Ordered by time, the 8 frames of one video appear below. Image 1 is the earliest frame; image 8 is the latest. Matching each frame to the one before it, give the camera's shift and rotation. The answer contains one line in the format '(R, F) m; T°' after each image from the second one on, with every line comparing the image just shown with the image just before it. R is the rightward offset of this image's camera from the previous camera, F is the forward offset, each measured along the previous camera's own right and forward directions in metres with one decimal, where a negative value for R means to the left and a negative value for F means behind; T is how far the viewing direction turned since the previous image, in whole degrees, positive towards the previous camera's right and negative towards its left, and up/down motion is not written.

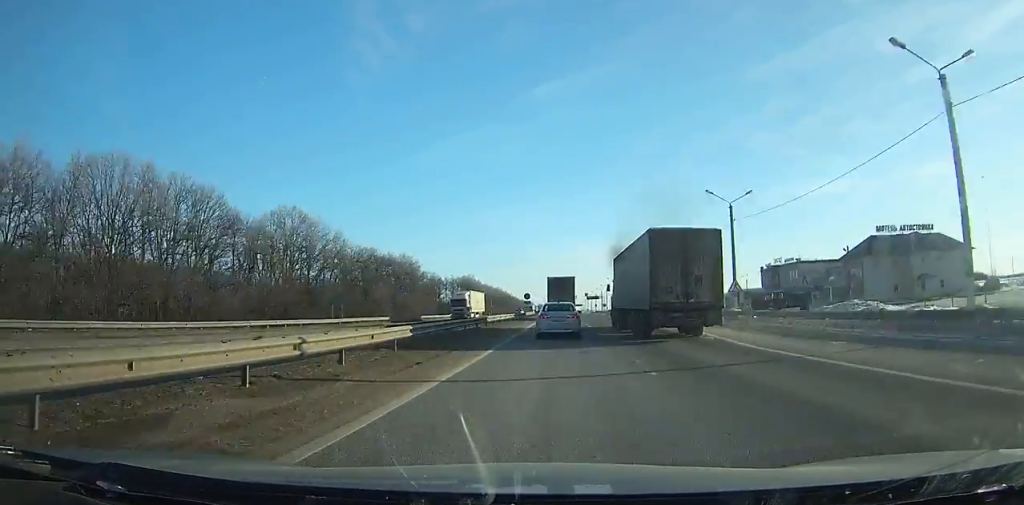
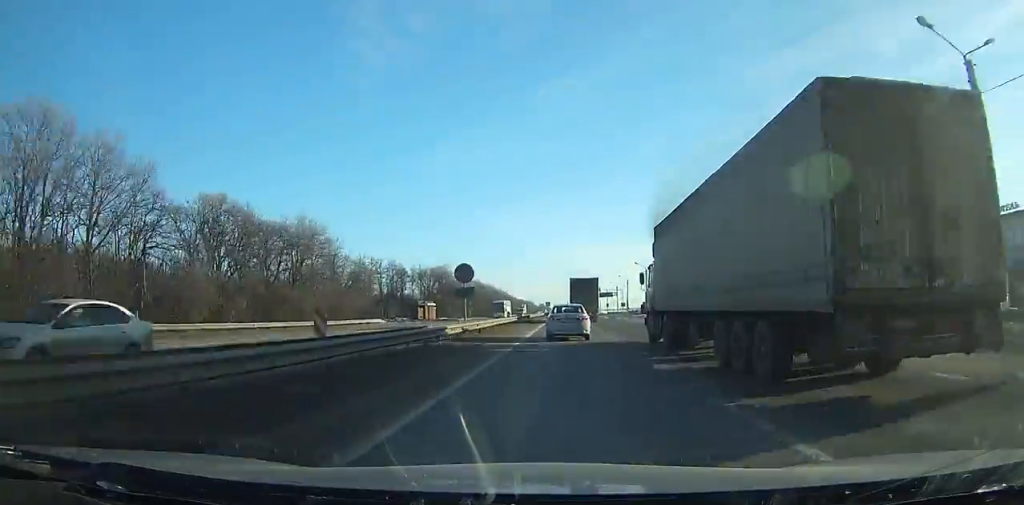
(-0.1, +53.8) m; 0°
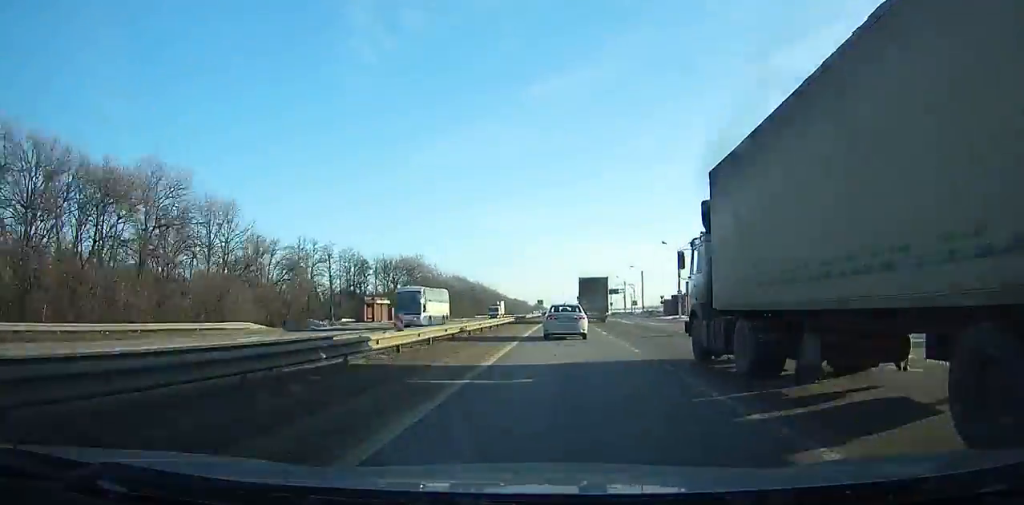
(-0.1, +30.7) m; 0°
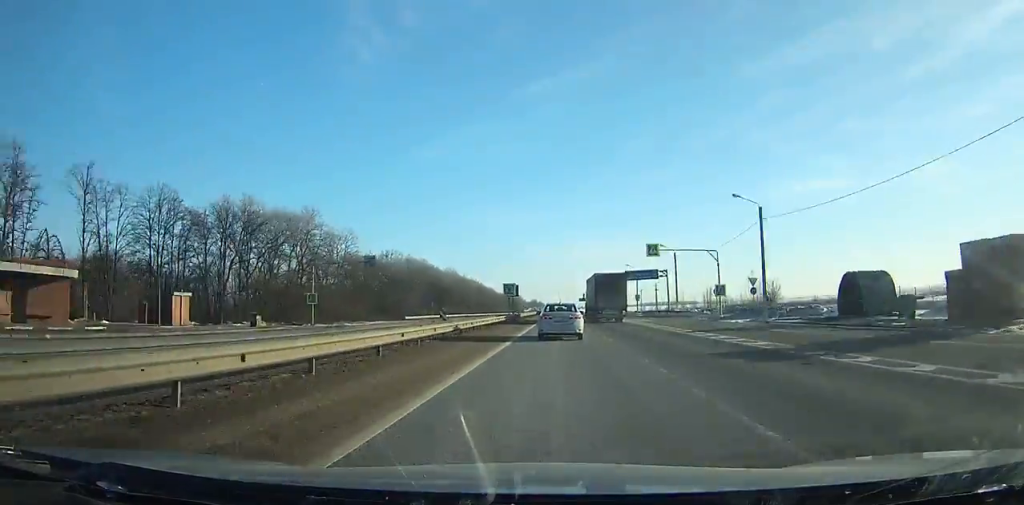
(+0.1, +64.7) m; 0°
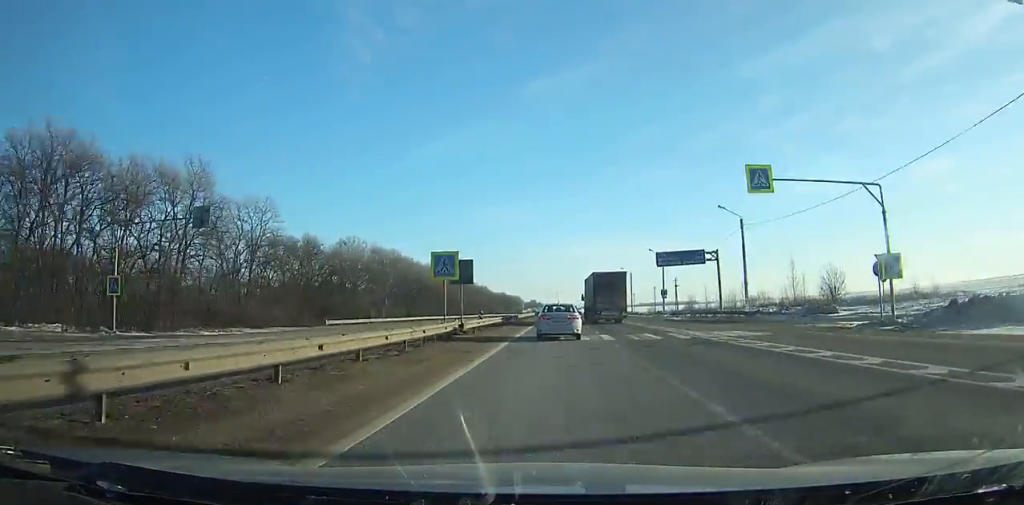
(0.0, +29.0) m; 0°
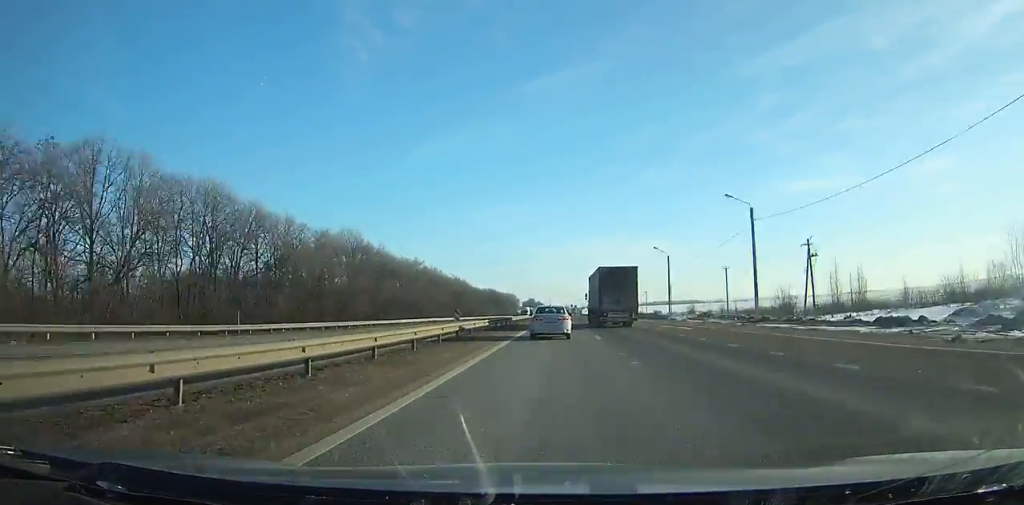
(0.0, +77.3) m; 0°
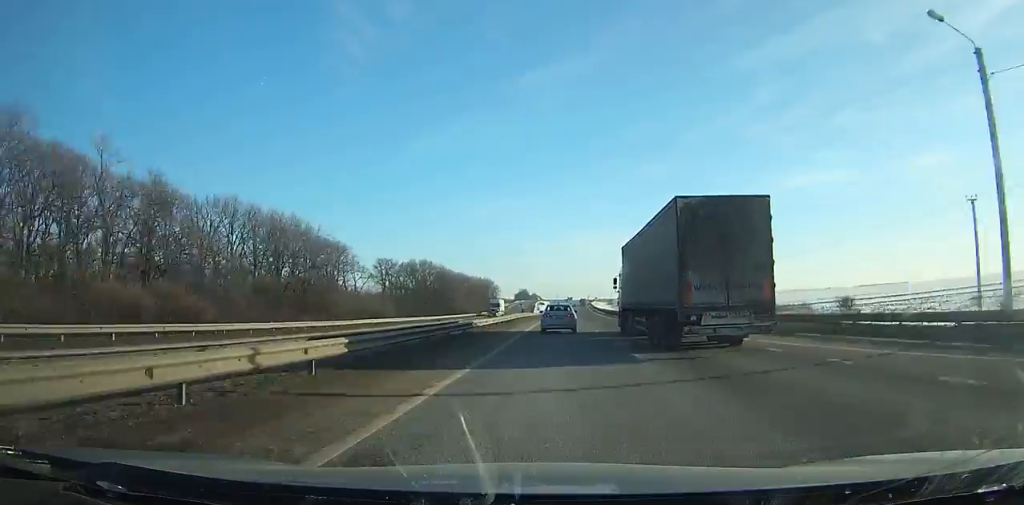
(-0.5, +169.7) m; 0°
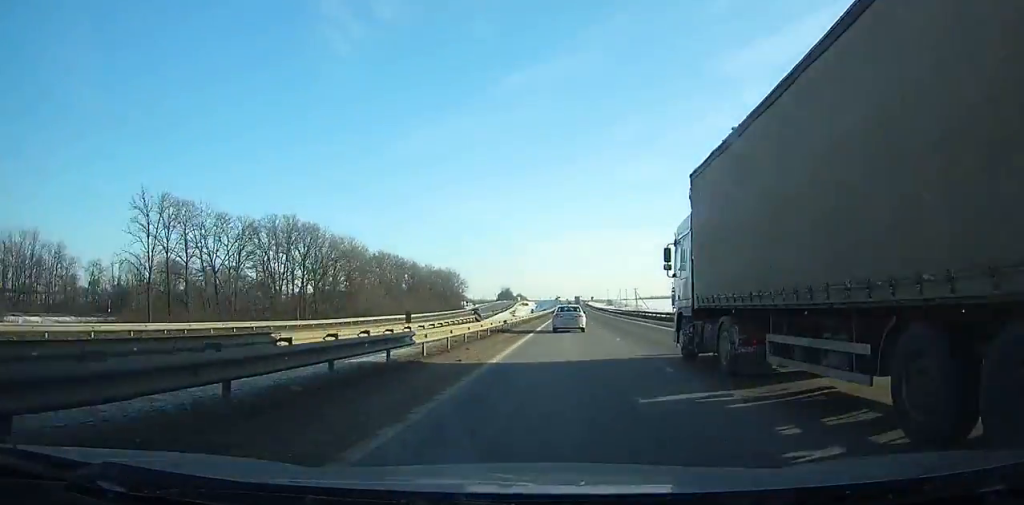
(+0.7, +87.0) m; +1°
